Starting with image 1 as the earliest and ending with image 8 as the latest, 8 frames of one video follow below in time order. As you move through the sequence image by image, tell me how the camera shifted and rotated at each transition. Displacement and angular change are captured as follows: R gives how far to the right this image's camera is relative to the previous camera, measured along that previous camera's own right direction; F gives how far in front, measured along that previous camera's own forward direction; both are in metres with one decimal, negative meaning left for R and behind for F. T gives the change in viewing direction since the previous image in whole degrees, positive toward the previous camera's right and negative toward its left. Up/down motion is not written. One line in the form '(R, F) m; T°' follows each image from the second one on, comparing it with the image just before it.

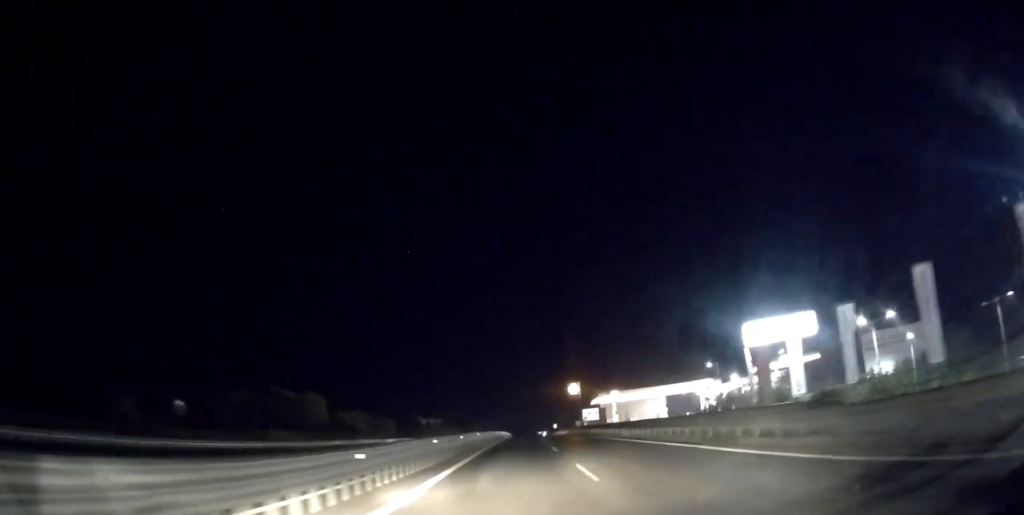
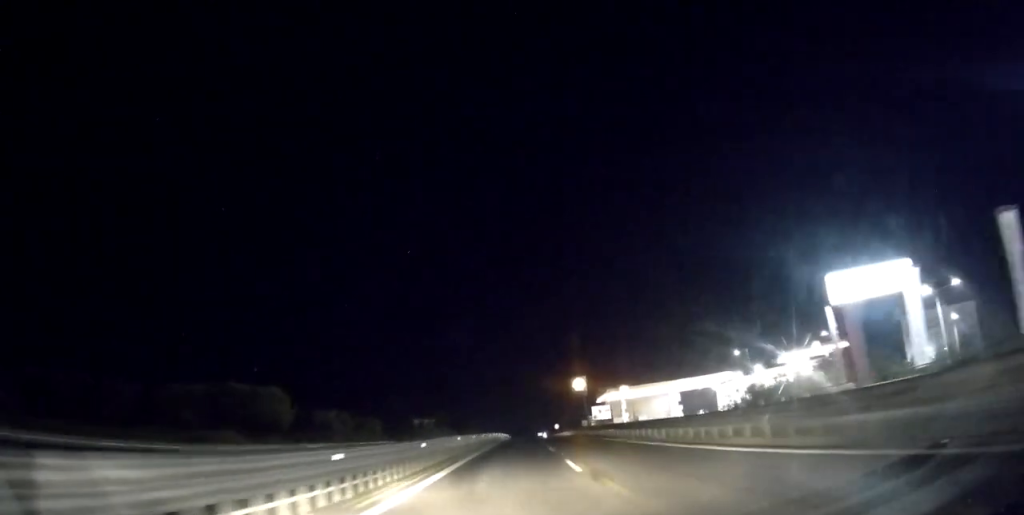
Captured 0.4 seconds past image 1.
(-0.1, +10.0) m; 0°
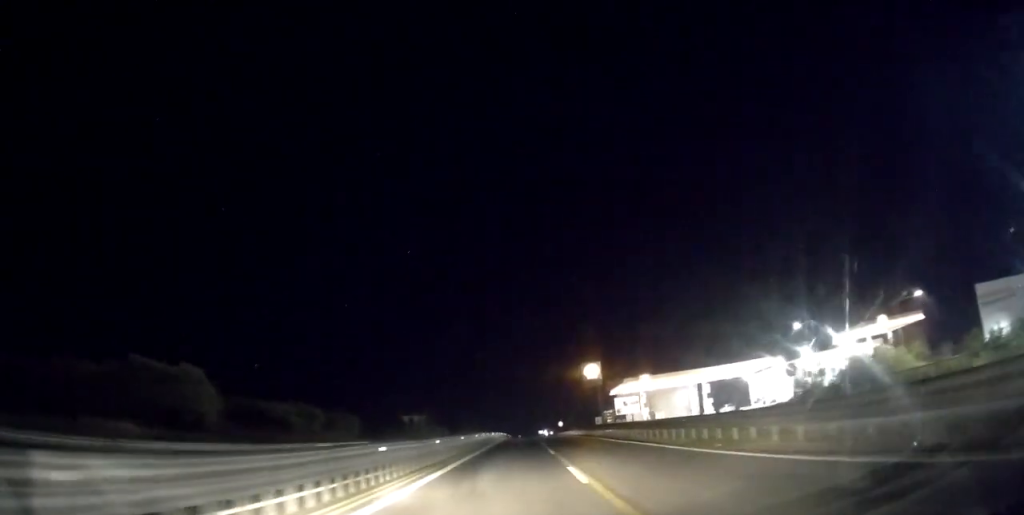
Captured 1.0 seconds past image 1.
(+0.4, +14.4) m; +1°
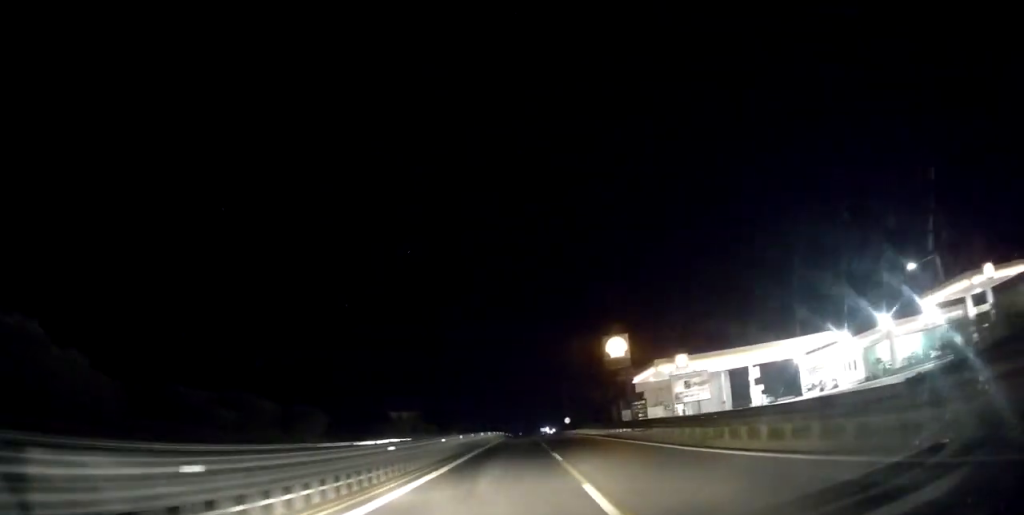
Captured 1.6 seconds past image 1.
(+0.1, +16.0) m; 0°
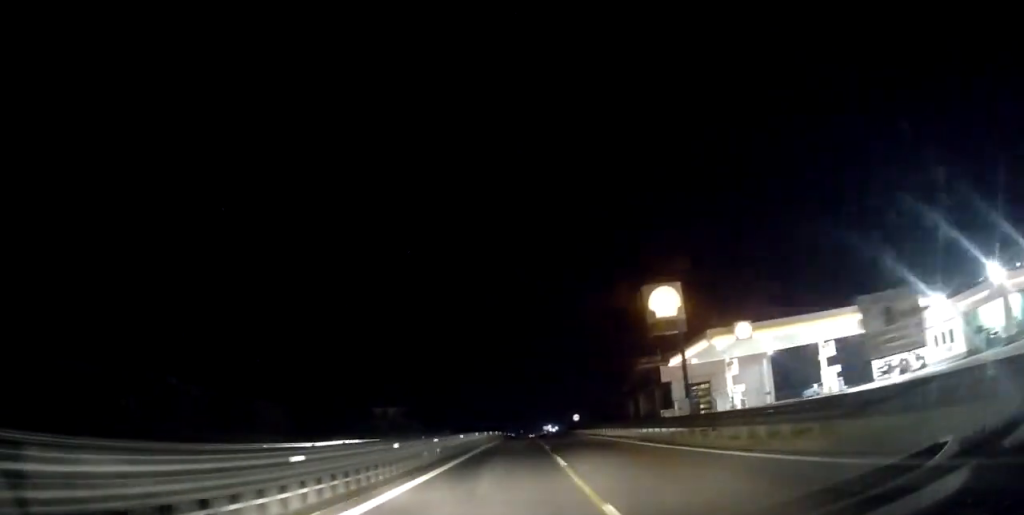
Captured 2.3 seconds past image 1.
(-0.1, +15.1) m; -1°
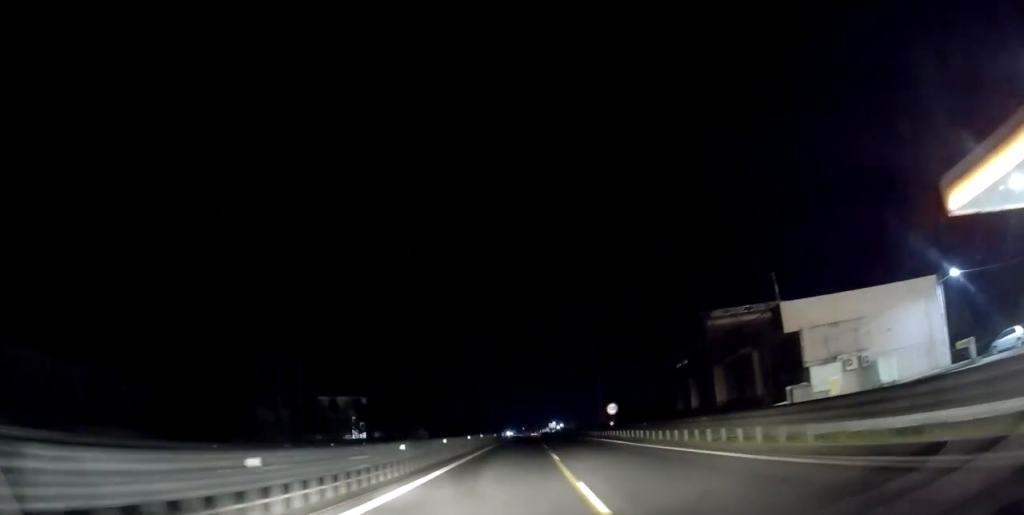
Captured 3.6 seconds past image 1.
(0.0, +32.9) m; +1°
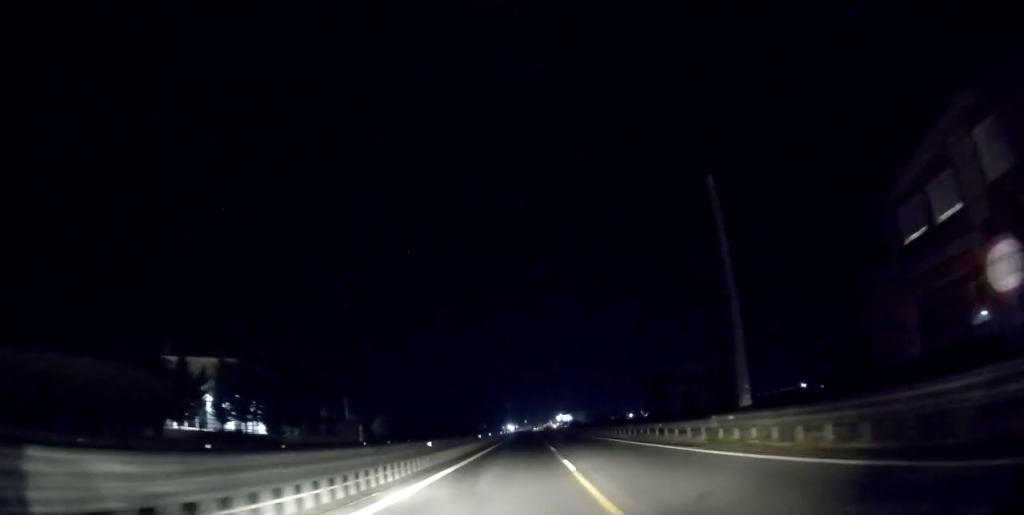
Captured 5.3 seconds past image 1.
(+0.2, +41.3) m; -1°
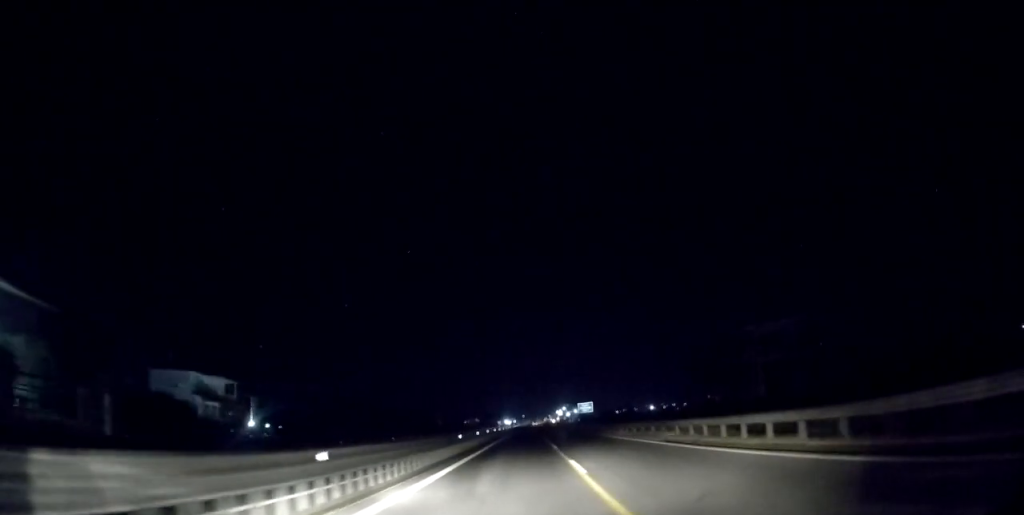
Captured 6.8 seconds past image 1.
(-0.2, +37.7) m; 0°
